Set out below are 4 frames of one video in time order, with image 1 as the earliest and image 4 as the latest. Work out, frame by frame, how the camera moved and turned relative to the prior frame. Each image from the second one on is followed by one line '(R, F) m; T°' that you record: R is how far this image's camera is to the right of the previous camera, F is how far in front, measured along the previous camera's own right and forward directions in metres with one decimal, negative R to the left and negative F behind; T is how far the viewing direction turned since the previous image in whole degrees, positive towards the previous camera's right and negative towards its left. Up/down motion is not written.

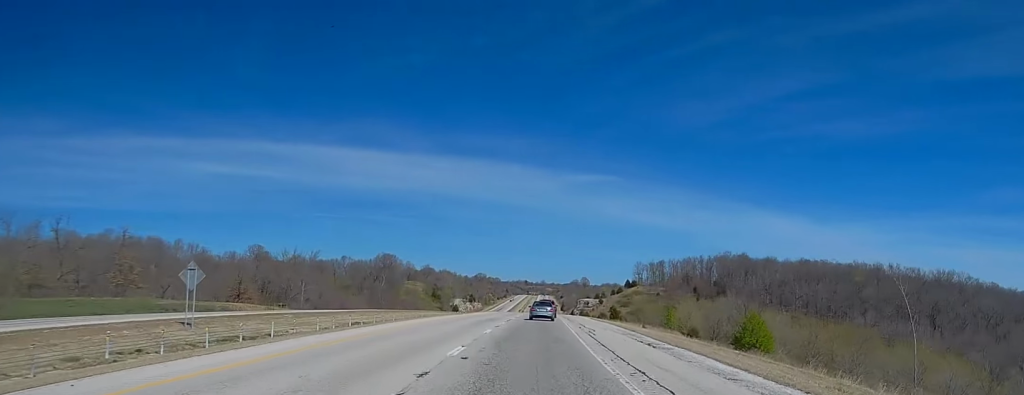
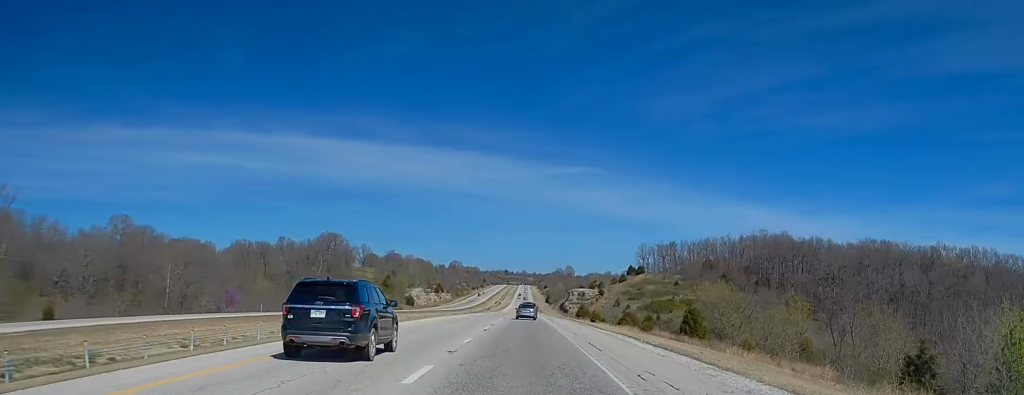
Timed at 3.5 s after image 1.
(+2.1, +90.9) m; +1°
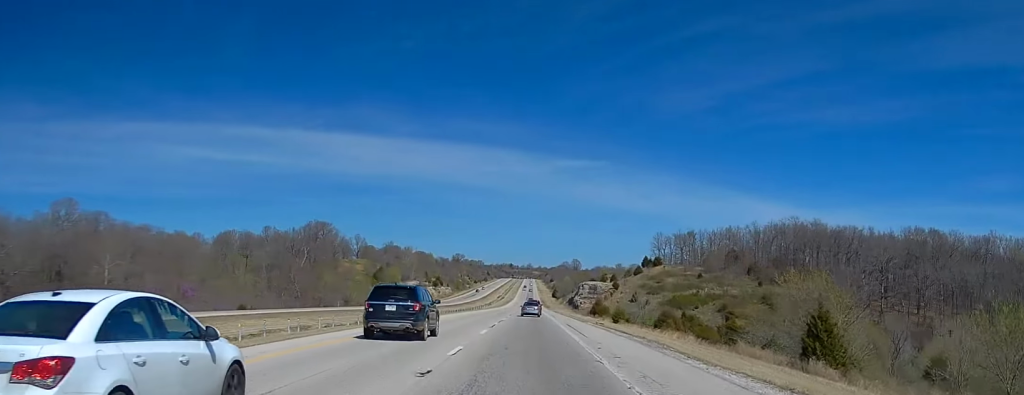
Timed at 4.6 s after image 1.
(+0.2, +30.7) m; +2°
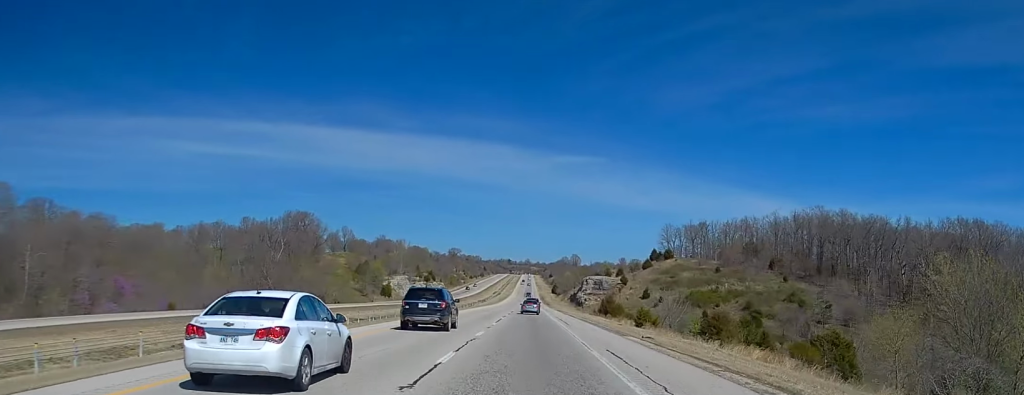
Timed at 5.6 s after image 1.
(+0.5, +26.4) m; 0°
